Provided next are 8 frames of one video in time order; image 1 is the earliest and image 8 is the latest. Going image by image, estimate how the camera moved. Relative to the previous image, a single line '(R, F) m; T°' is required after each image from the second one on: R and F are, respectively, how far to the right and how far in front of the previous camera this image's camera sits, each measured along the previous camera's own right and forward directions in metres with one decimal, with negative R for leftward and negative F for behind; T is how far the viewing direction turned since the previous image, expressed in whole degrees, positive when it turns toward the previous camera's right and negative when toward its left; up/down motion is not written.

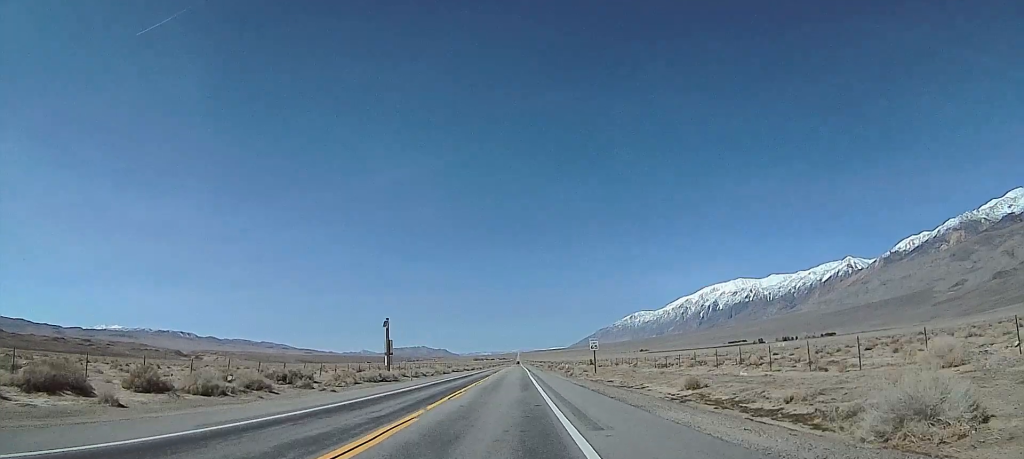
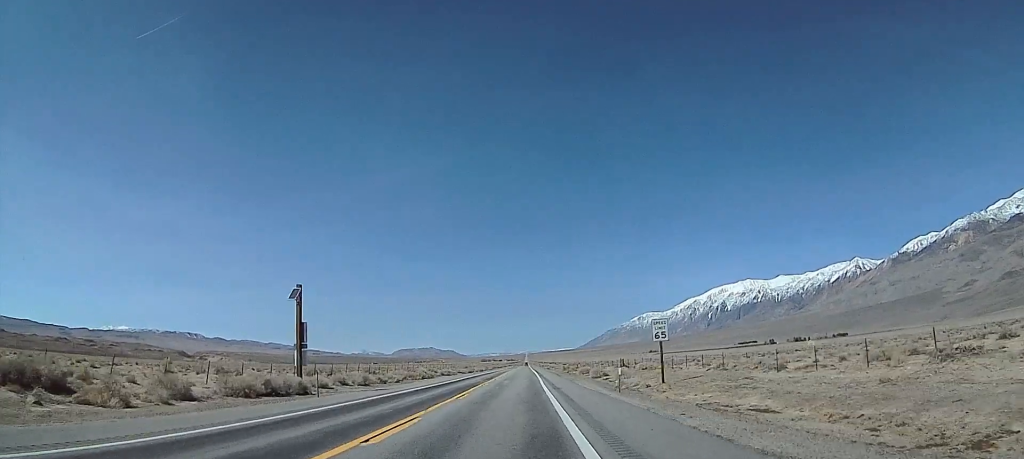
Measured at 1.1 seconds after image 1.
(0.0, +32.9) m; 0°
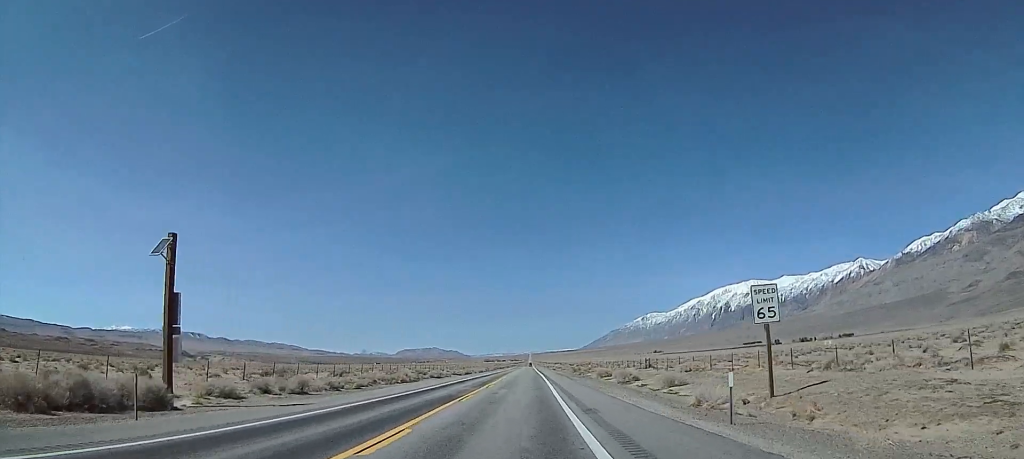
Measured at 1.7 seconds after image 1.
(0.0, +17.6) m; 0°
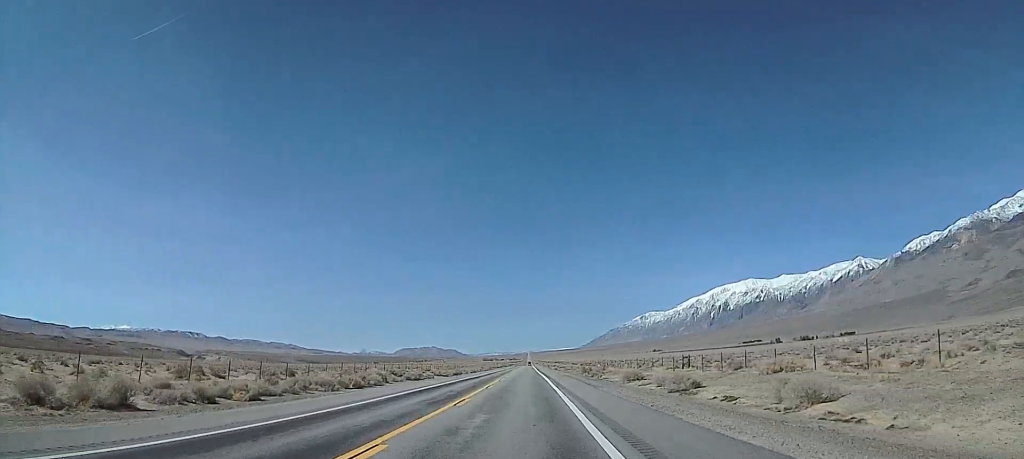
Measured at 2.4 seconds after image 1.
(0.0, +19.3) m; 0°
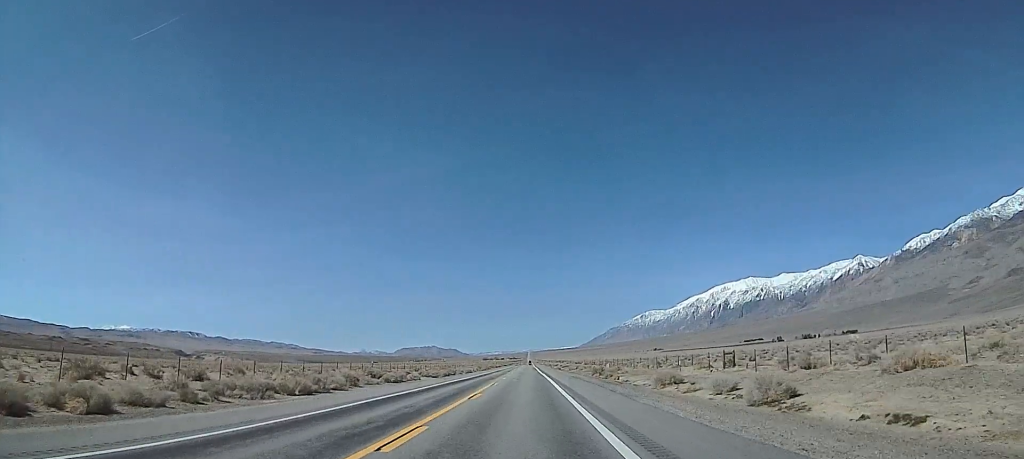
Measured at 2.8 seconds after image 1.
(0.0, +12.2) m; 0°
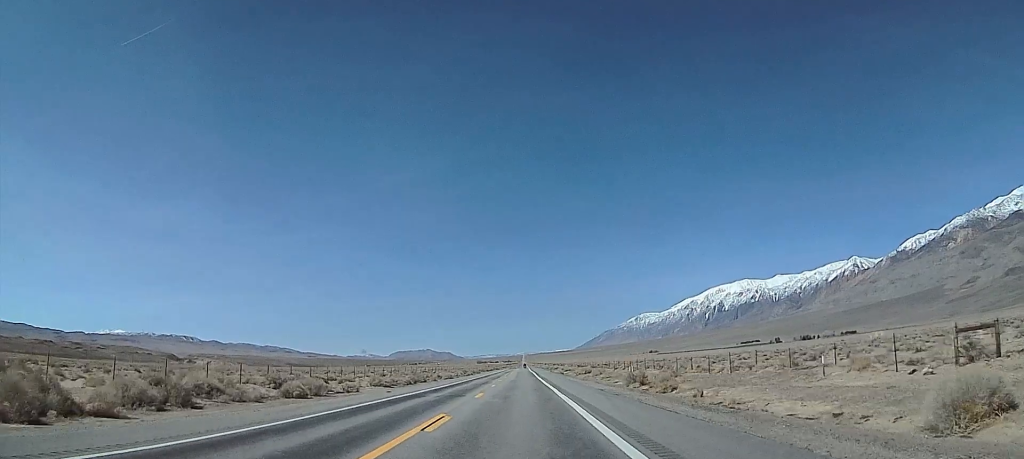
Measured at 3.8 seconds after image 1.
(0.0, +26.9) m; -1°
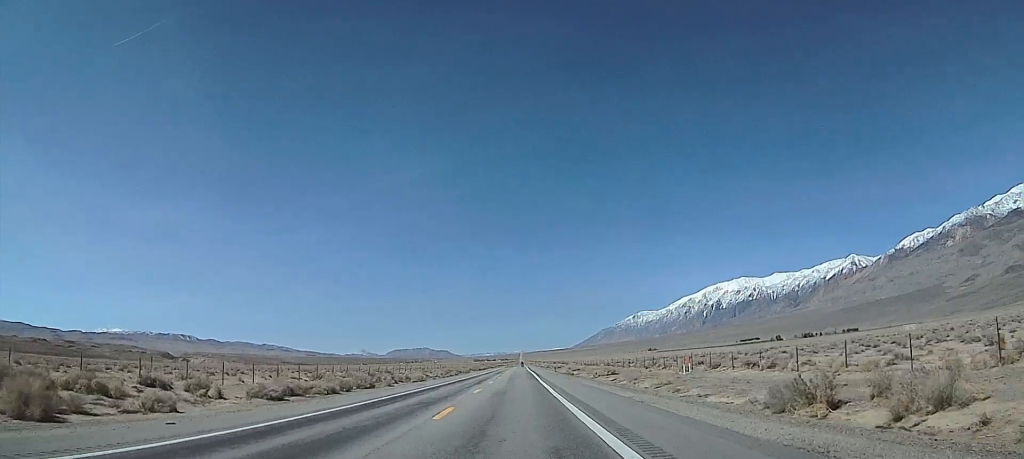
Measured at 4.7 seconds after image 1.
(-0.4, +26.6) m; -1°
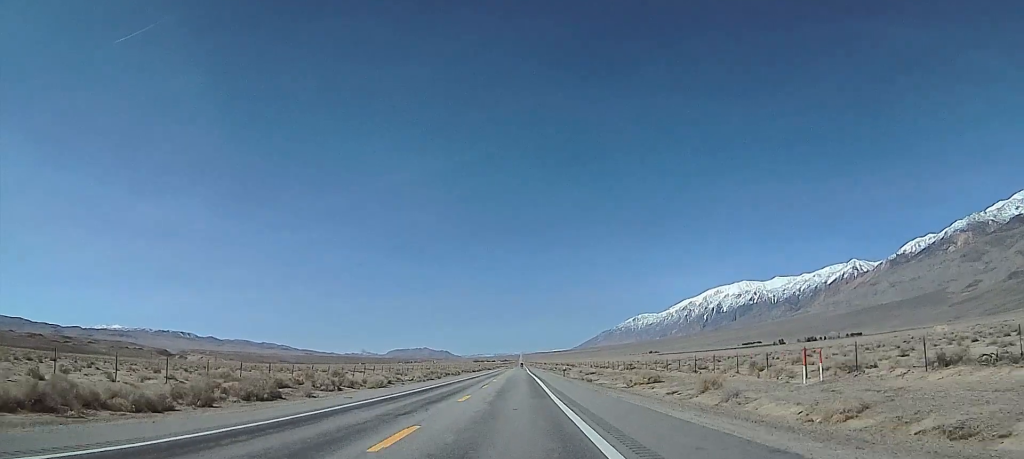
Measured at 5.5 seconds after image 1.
(0.0, +21.0) m; 0°
